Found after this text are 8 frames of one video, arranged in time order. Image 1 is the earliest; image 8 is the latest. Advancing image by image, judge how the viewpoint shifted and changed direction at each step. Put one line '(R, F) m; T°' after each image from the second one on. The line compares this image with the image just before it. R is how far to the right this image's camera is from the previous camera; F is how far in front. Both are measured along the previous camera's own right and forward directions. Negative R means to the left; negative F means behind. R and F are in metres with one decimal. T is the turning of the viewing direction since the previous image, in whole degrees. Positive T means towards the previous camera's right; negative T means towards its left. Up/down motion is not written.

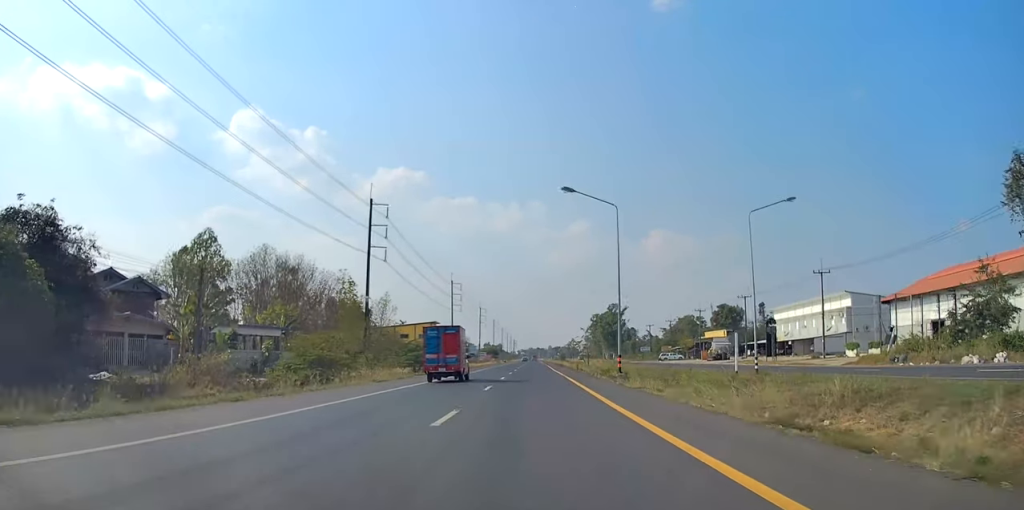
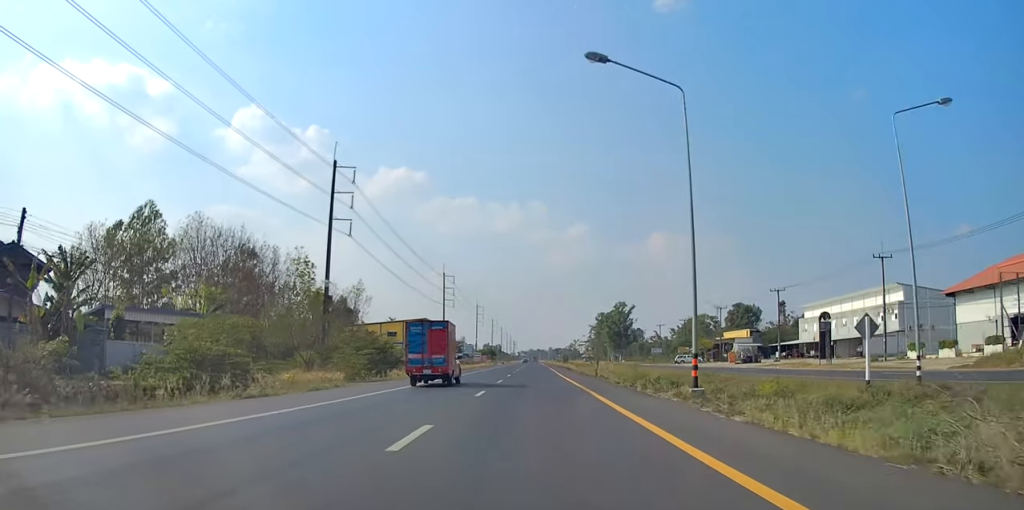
(+0.3, +16.4) m; 0°
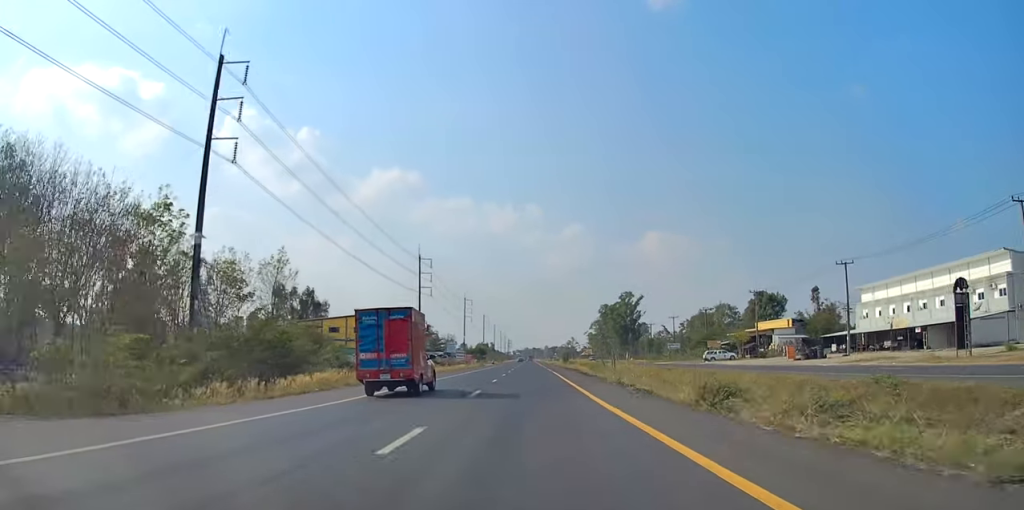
(-0.2, +22.9) m; -1°
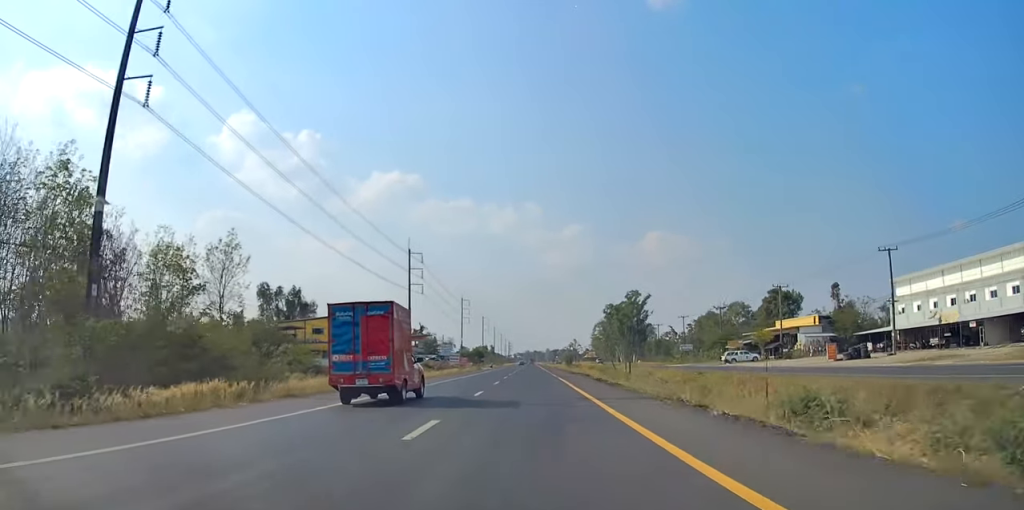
(-0.2, +10.5) m; -1°
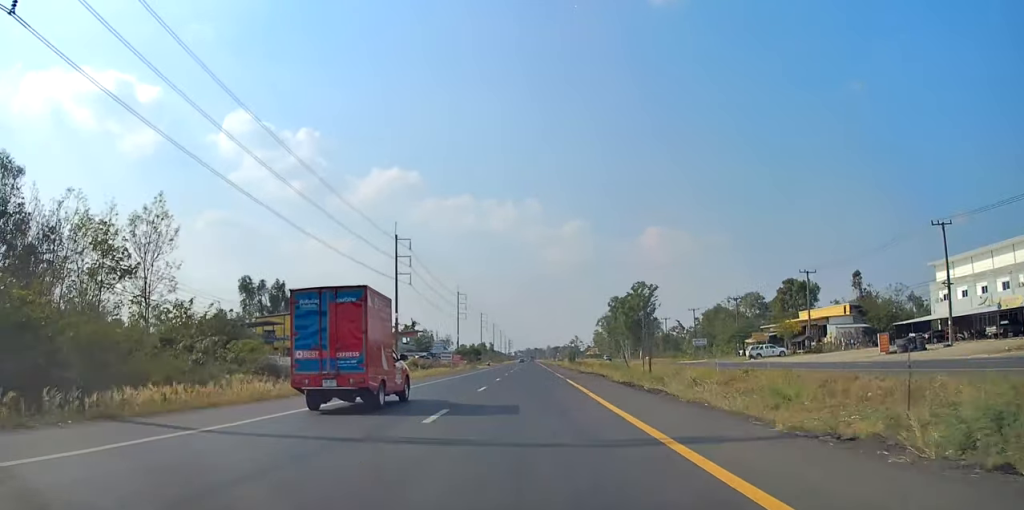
(+0.1, +10.1) m; 0°
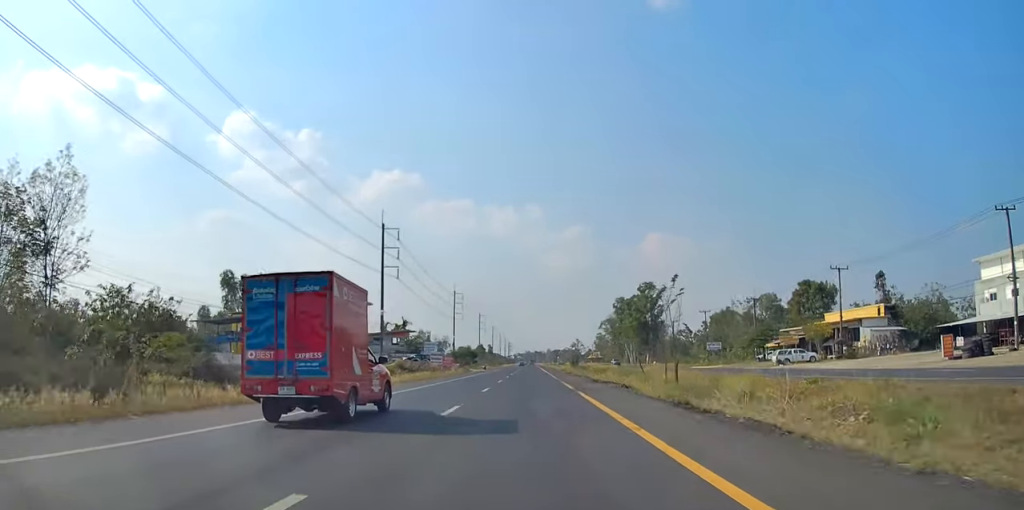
(0.0, +9.8) m; 0°
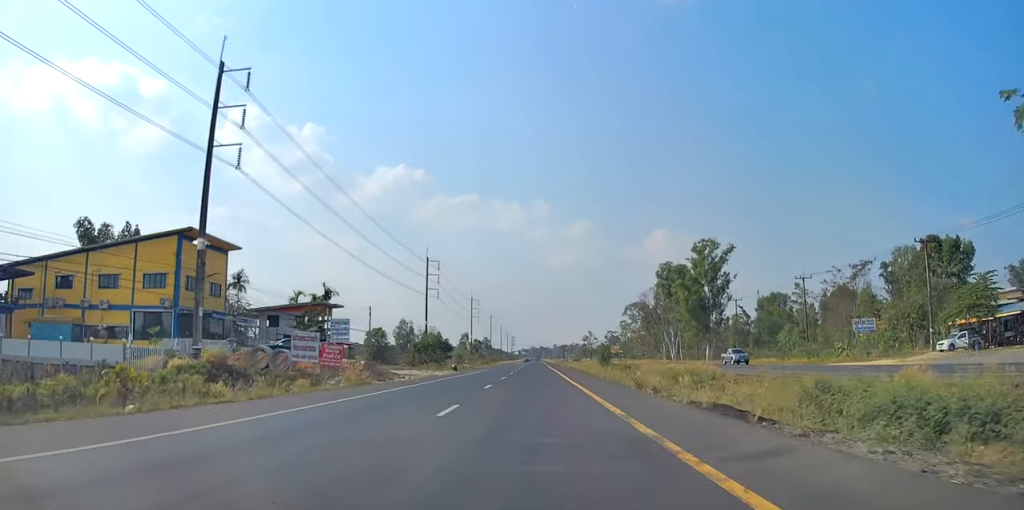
(-0.1, +49.2) m; +2°
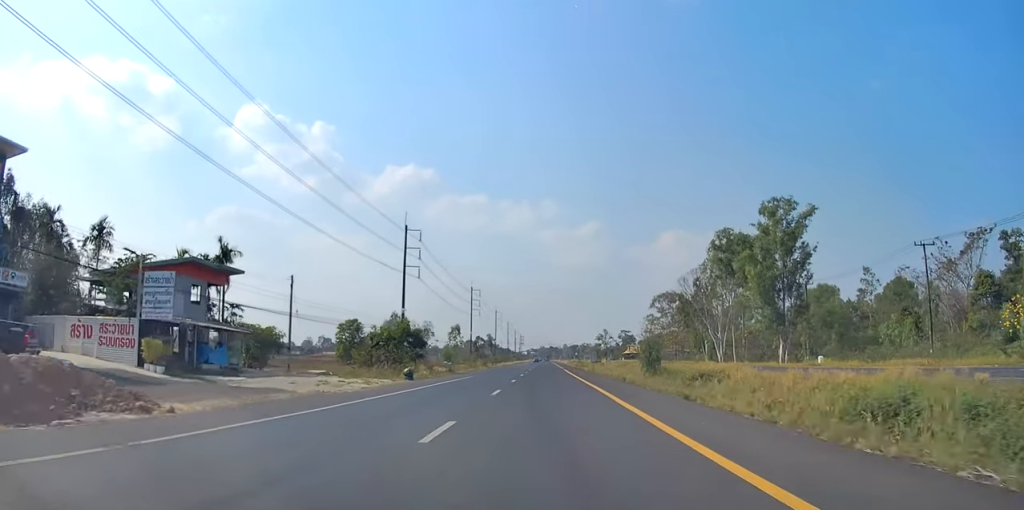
(+0.5, +26.6) m; -1°
